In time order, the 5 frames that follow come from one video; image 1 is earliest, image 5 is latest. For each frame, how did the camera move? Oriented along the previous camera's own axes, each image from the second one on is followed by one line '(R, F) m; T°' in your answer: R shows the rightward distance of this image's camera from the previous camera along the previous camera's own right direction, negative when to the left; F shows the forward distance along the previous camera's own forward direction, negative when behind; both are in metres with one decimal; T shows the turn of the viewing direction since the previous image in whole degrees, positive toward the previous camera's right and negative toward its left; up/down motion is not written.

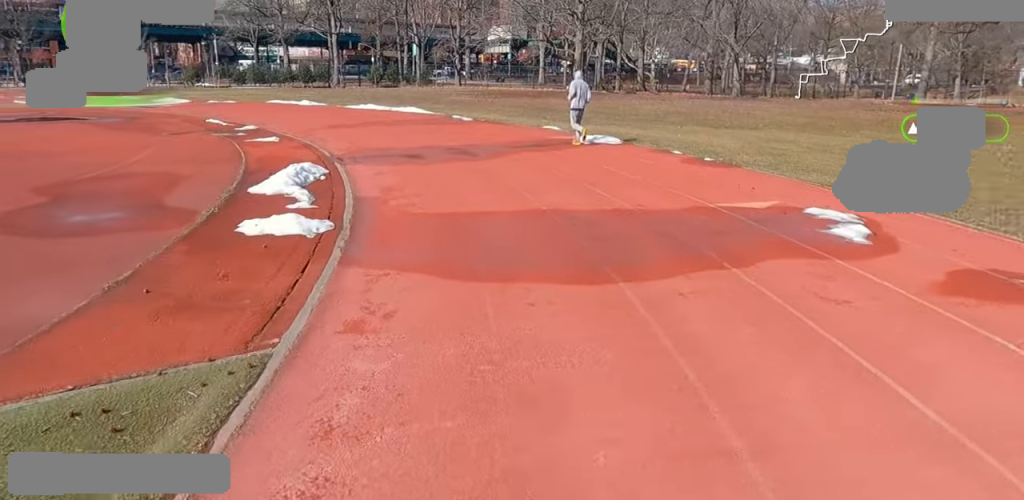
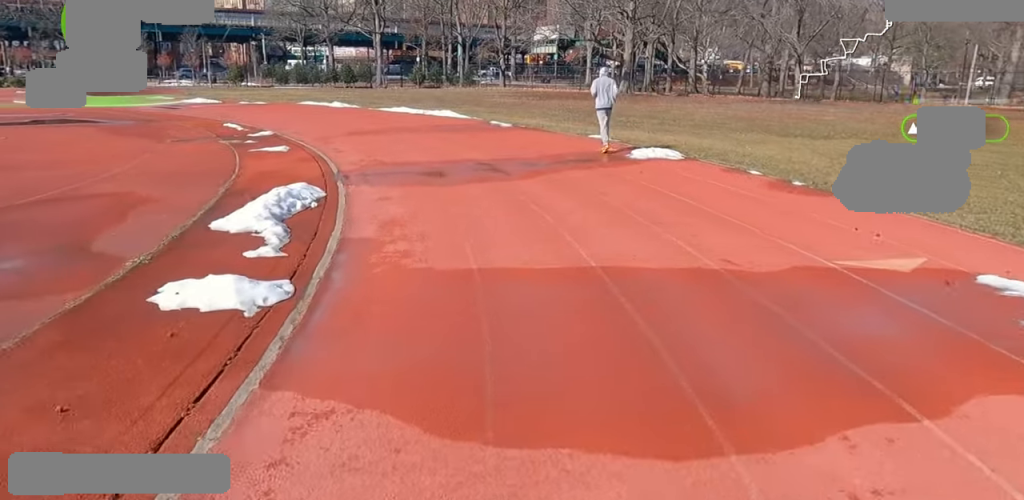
(-0.1, +2.5) m; +3°
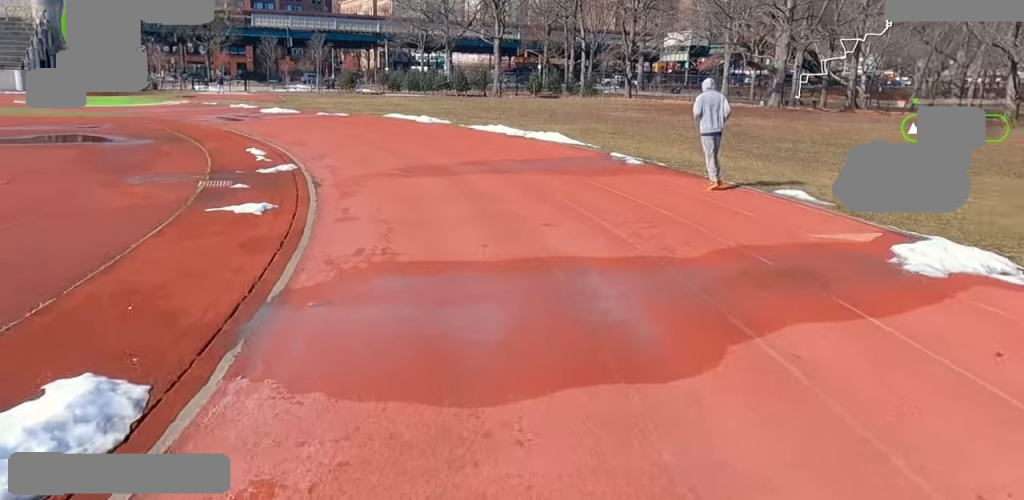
(-0.3, +7.0) m; -20°
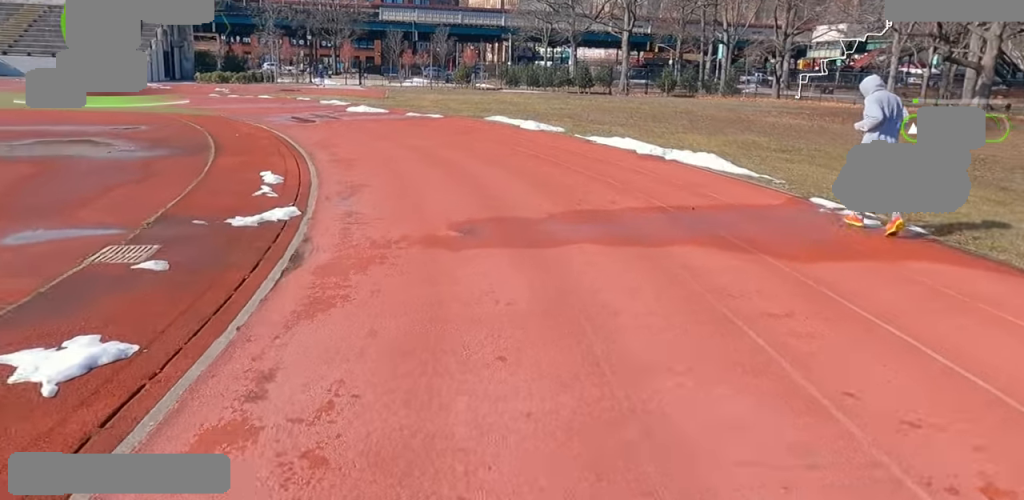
(-1.5, +5.2) m; -17°
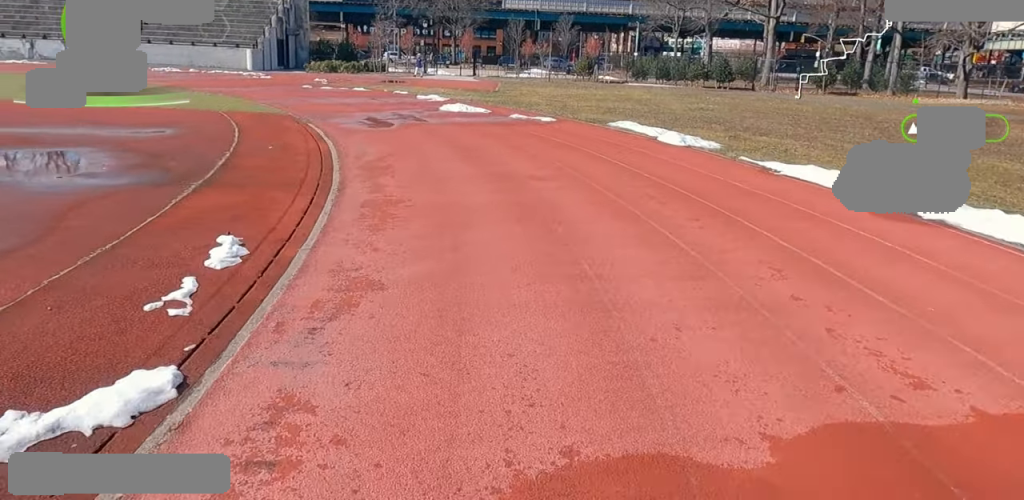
(+0.2, +5.1) m; -7°
